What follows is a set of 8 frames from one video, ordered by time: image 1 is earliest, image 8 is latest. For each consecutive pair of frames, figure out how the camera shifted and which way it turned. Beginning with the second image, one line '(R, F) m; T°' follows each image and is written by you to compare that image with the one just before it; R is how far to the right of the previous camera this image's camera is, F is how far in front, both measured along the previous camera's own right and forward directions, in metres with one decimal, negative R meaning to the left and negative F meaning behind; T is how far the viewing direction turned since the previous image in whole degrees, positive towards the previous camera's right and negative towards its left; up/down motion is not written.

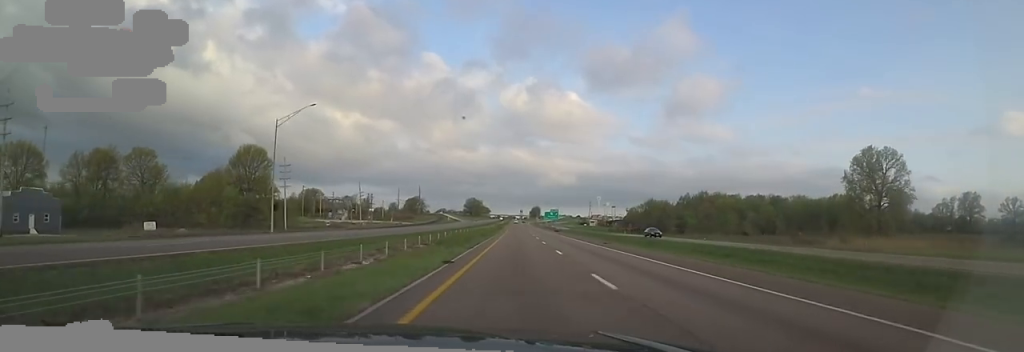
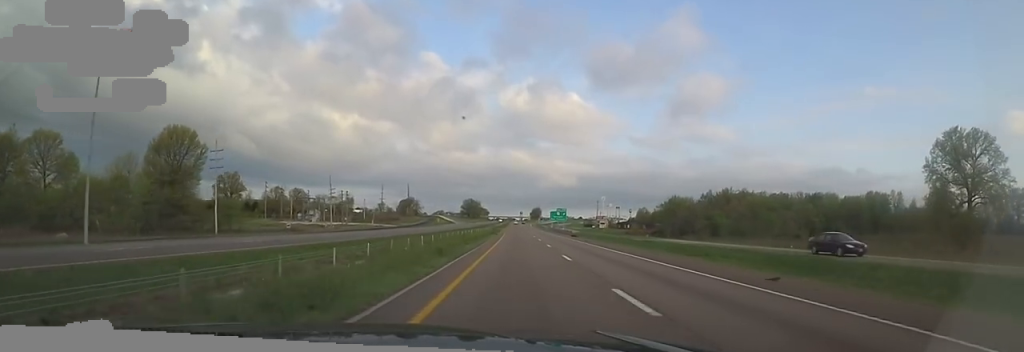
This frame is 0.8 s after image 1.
(-0.1, +27.2) m; -1°
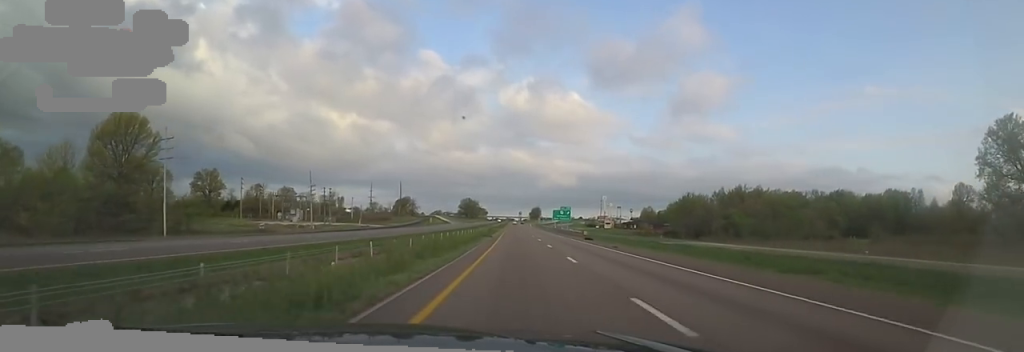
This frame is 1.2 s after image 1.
(0.0, +13.5) m; 0°
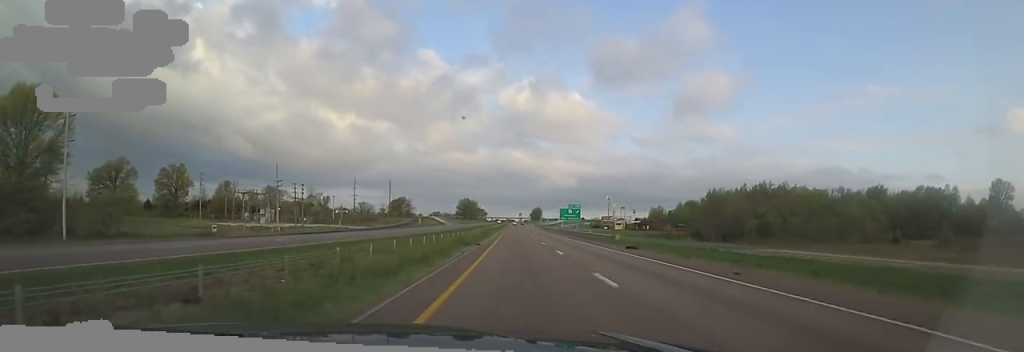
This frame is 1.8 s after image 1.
(-0.1, +19.0) m; -1°
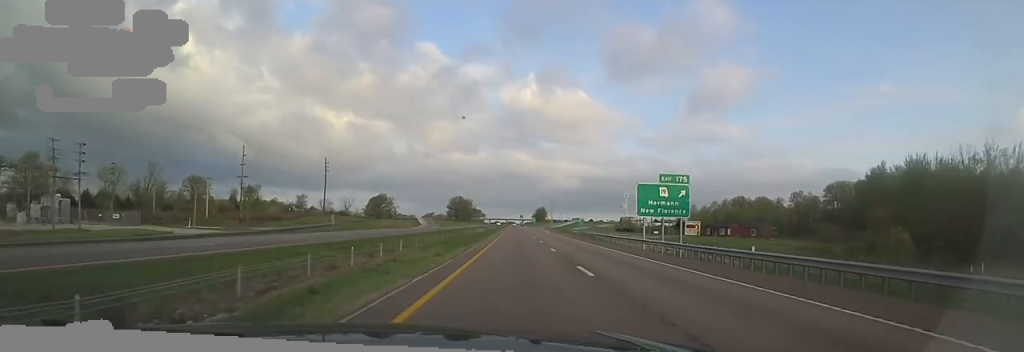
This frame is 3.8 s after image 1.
(+1.0, +69.3) m; +2°
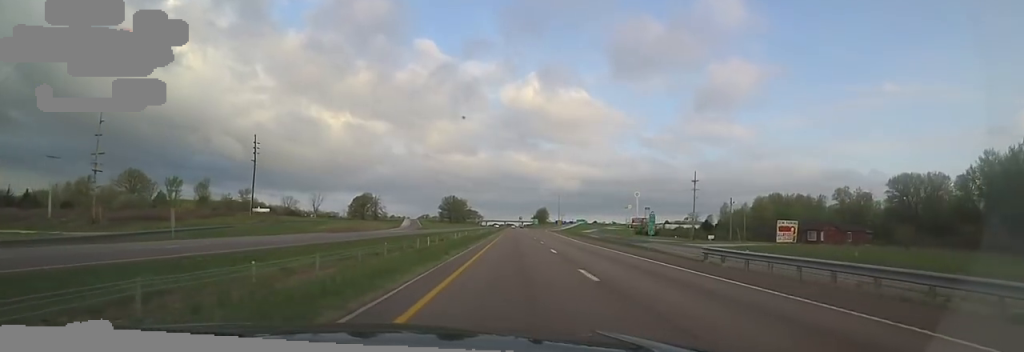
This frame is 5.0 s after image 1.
(-0.3, +38.2) m; -2°
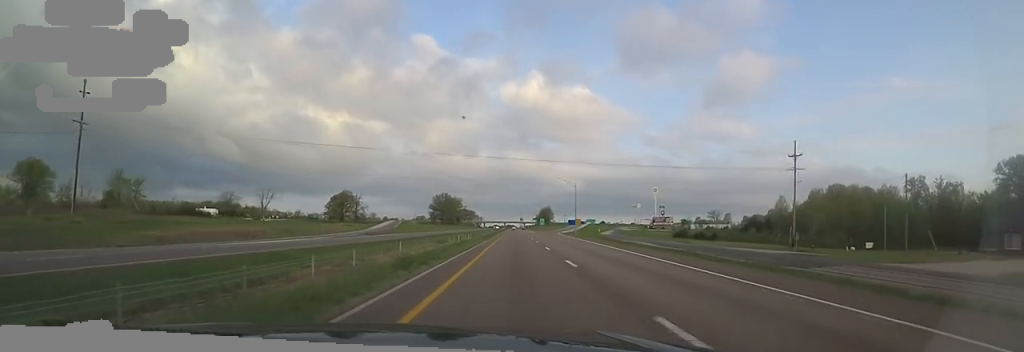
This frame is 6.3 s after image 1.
(-0.6, +44.0) m; 0°
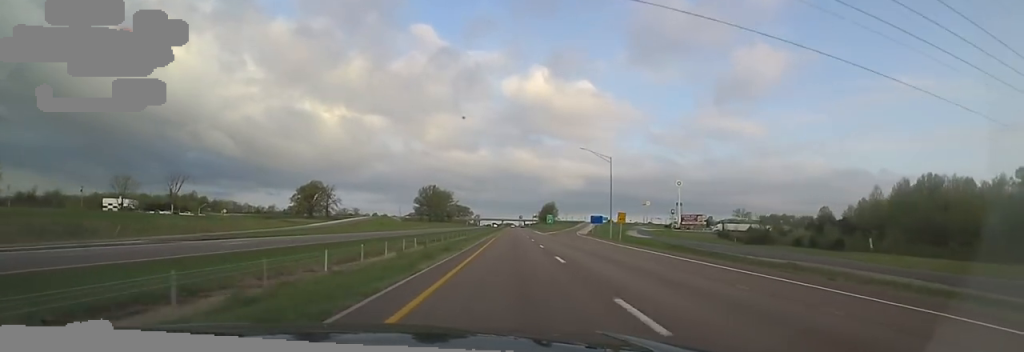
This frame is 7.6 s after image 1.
(+0.2, +47.7) m; 0°
